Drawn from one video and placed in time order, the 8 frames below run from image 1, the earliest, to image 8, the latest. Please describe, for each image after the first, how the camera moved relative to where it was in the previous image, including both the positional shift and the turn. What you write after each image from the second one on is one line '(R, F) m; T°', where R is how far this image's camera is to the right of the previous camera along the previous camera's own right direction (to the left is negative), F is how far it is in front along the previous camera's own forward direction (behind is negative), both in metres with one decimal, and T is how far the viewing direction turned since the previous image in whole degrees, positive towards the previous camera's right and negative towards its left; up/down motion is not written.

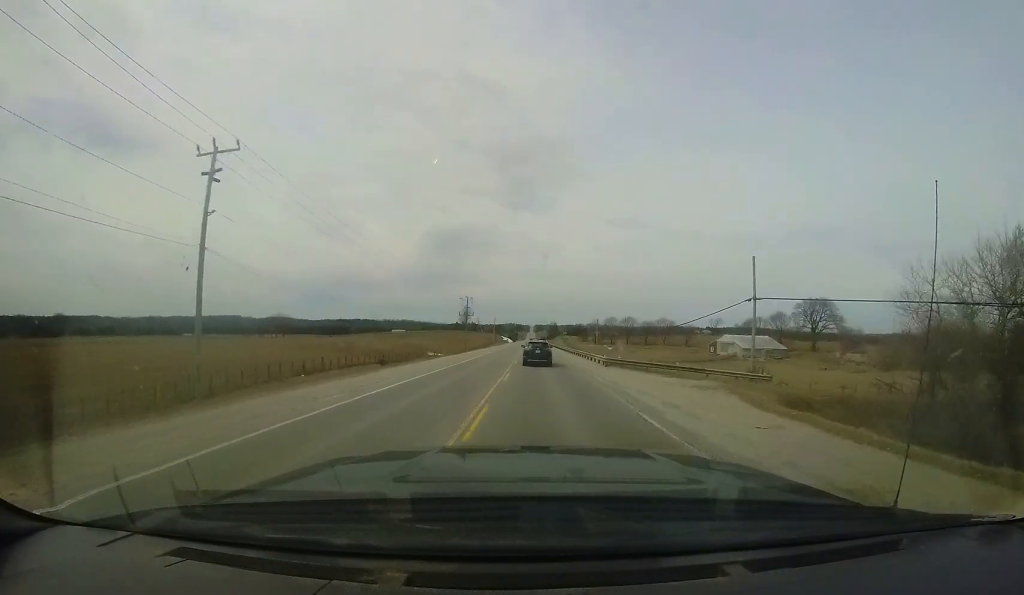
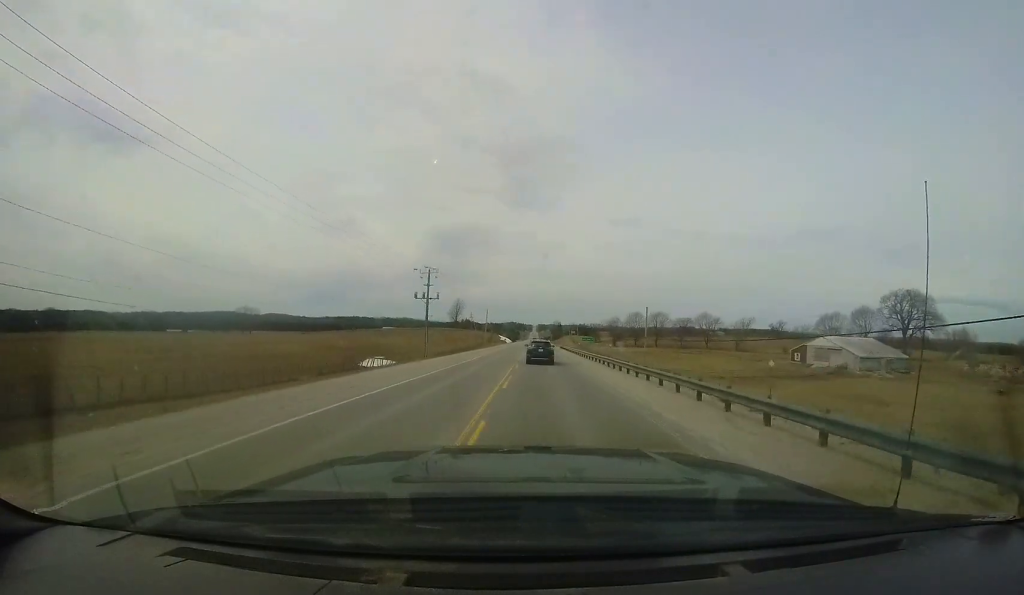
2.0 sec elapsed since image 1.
(+0.3, +39.2) m; 0°
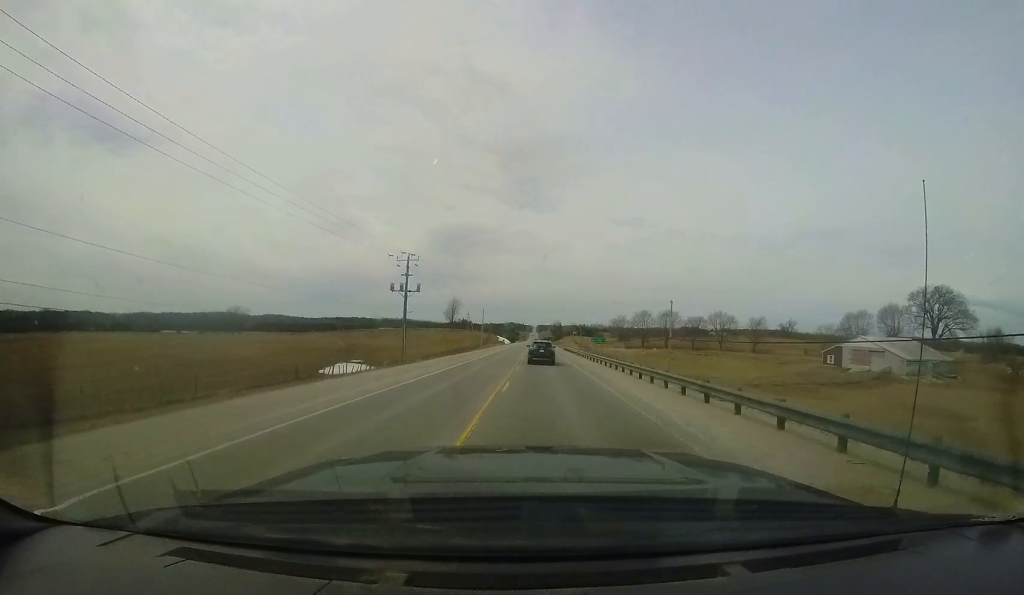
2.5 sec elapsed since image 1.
(0.0, +10.1) m; -1°
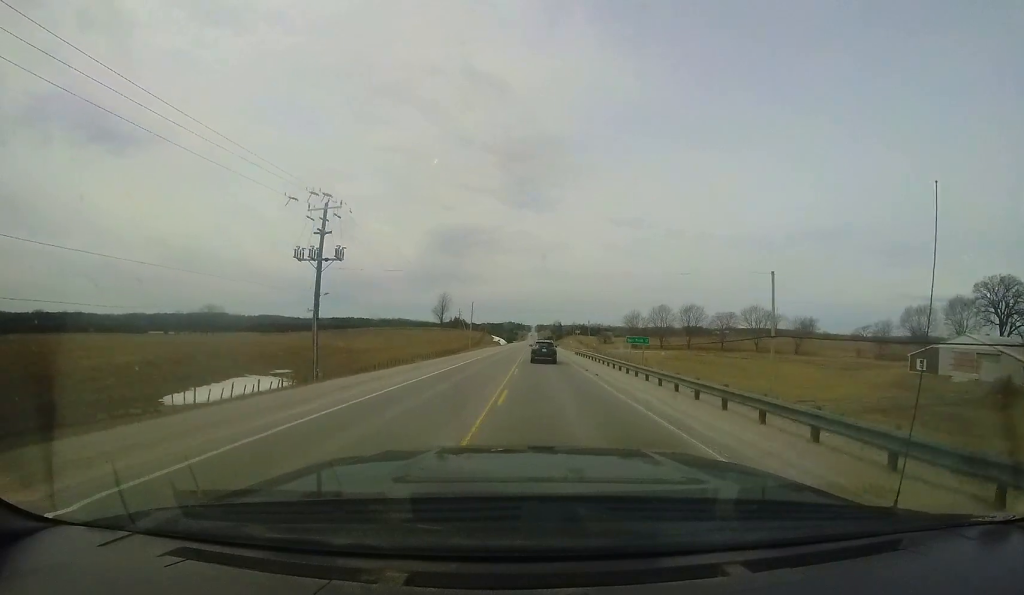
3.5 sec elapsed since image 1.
(-0.2, +20.5) m; -1°
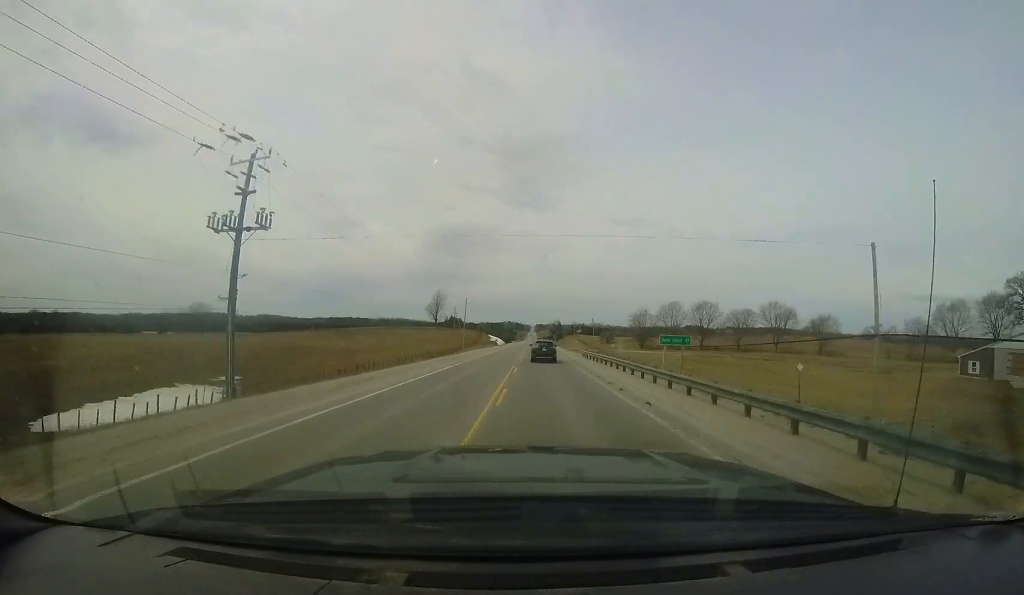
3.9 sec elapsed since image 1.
(0.0, +9.0) m; 0°
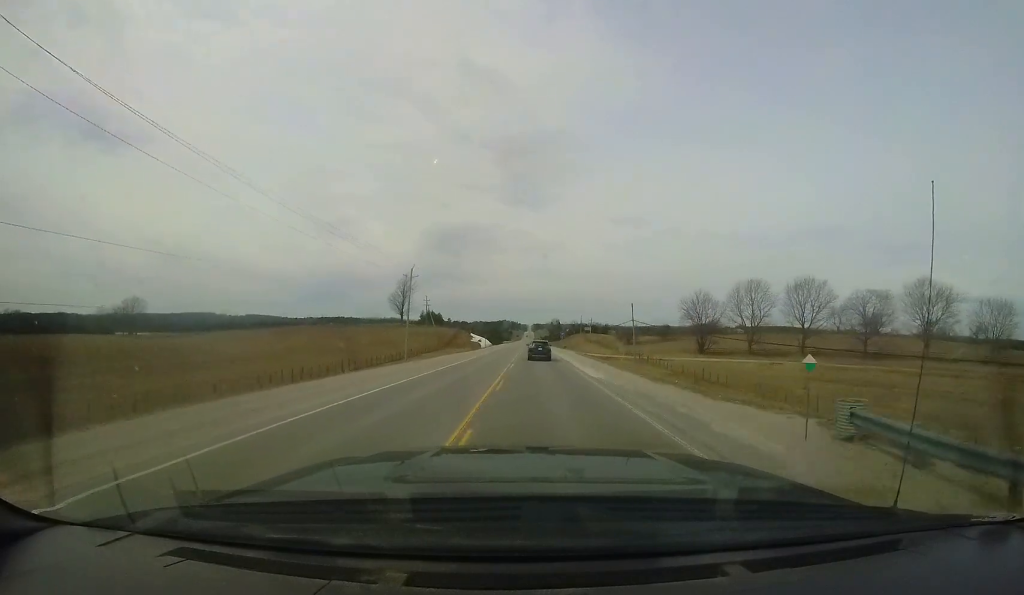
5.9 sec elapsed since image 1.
(-0.3, +41.2) m; -1°
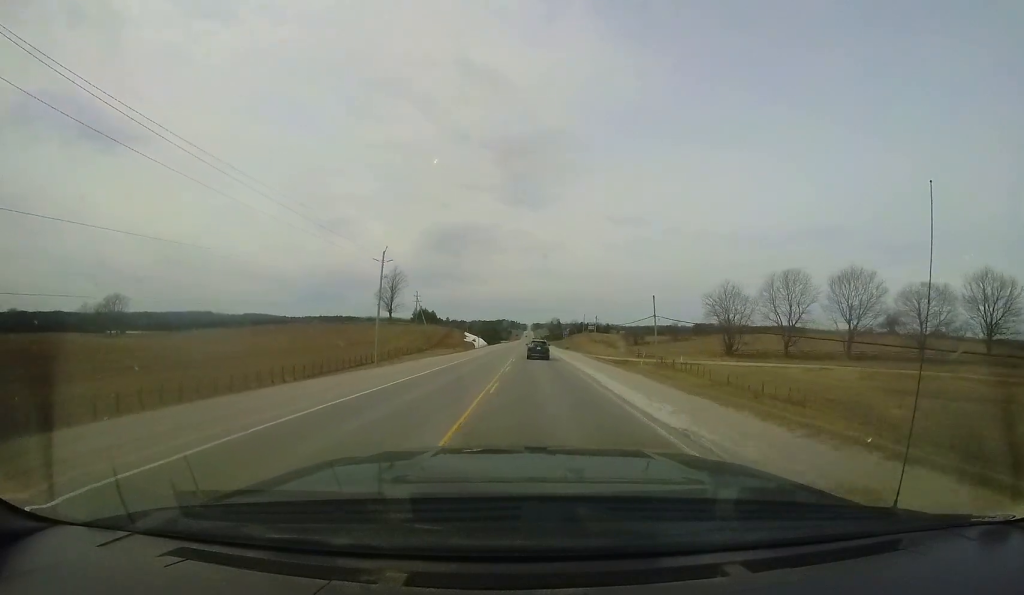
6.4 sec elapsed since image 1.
(0.0, +10.5) m; -1°
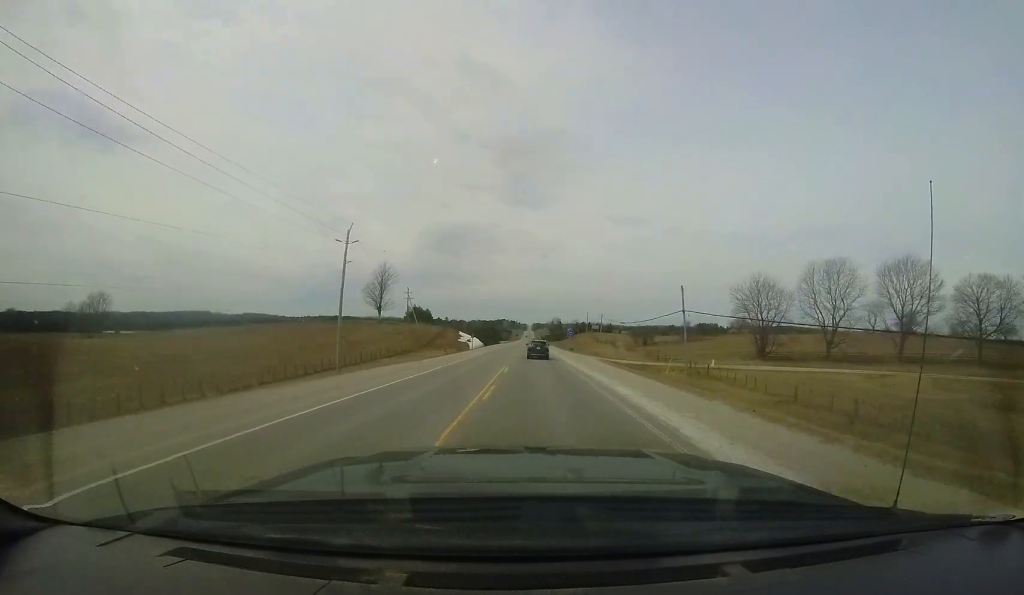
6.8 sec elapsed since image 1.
(-0.1, +9.0) m; 0°
